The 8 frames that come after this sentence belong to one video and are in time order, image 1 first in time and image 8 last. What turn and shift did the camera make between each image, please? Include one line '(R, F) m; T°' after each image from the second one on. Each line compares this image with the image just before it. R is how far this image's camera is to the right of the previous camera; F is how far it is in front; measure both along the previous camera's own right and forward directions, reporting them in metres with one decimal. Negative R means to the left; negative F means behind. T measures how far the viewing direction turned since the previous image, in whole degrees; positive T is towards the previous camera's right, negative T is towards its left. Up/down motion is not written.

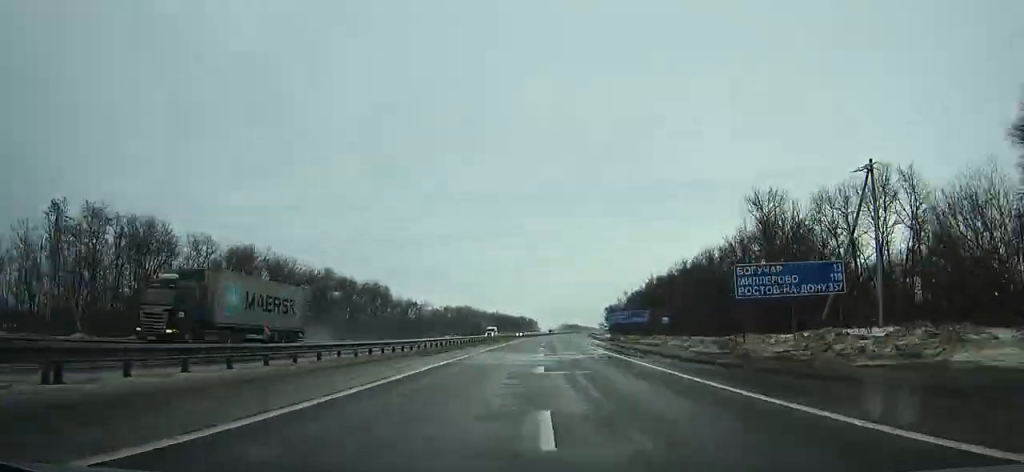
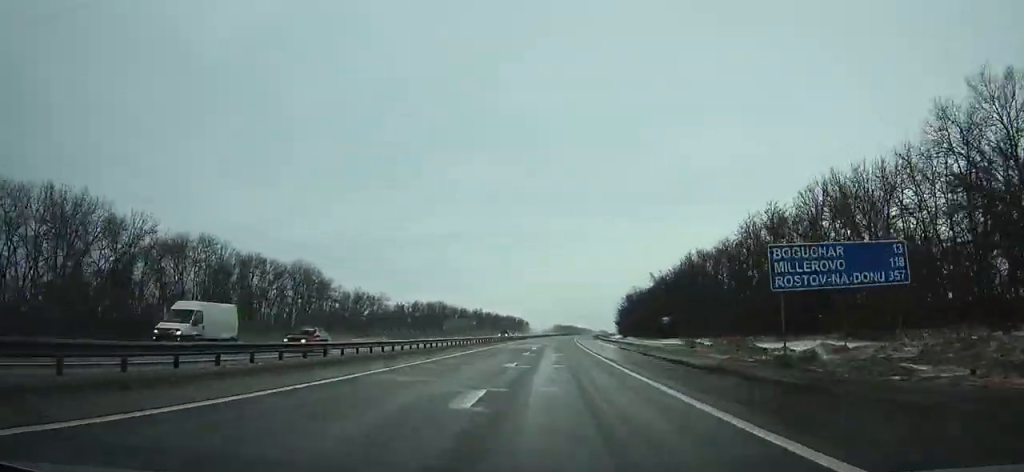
(+12.4, +62.4) m; +11°
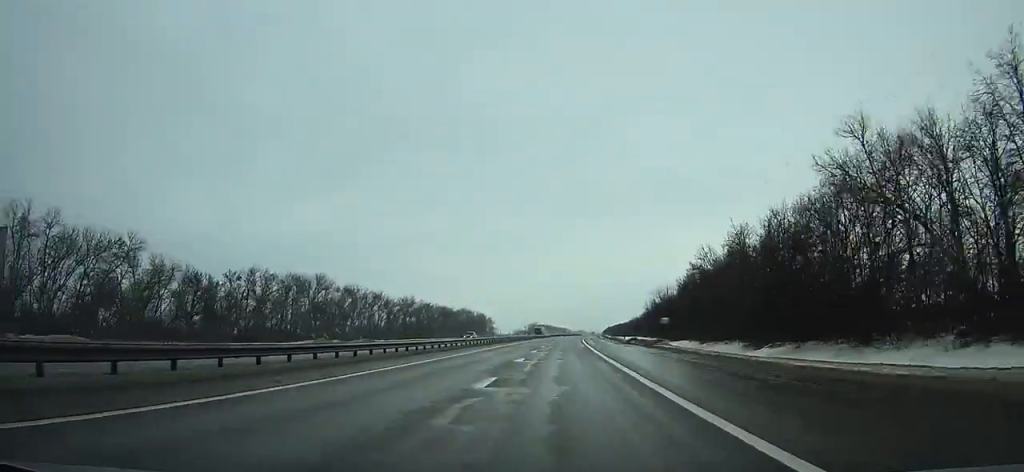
(+16.6, +122.2) m; +11°
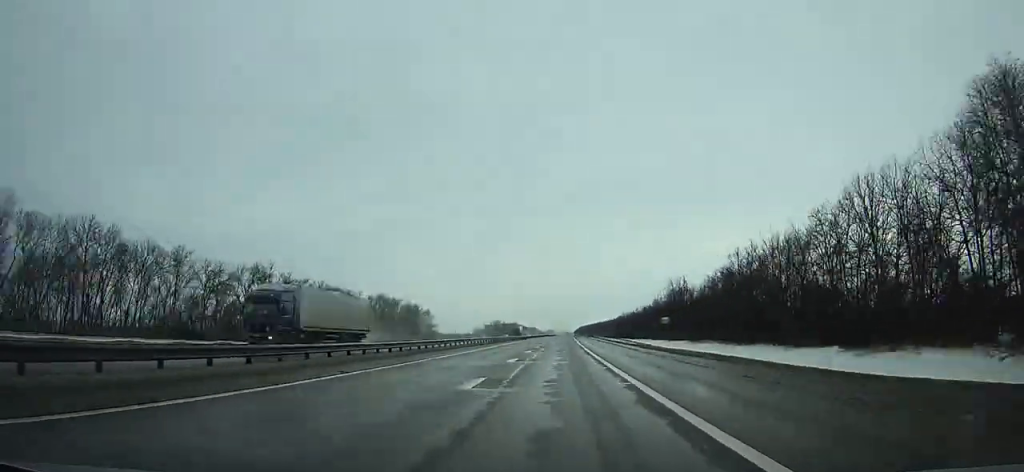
(+2.5, +96.6) m; +2°
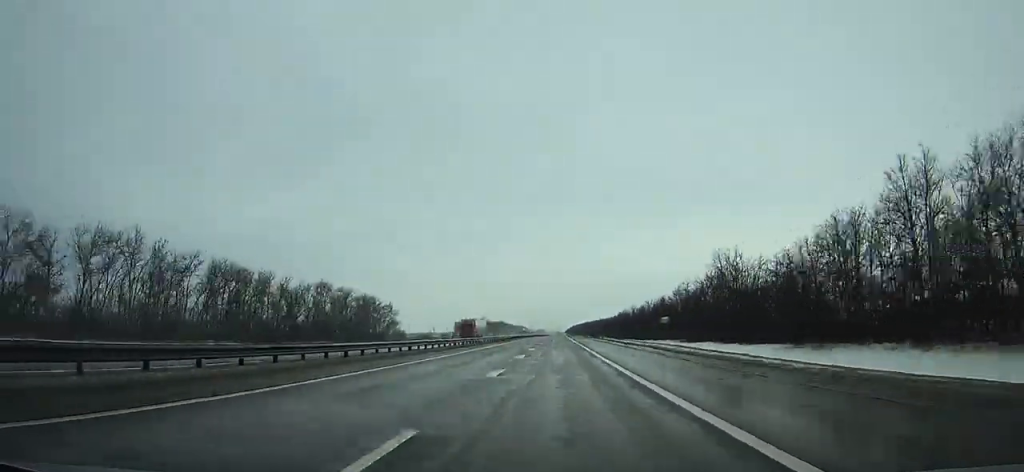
(+0.3, +45.2) m; +1°
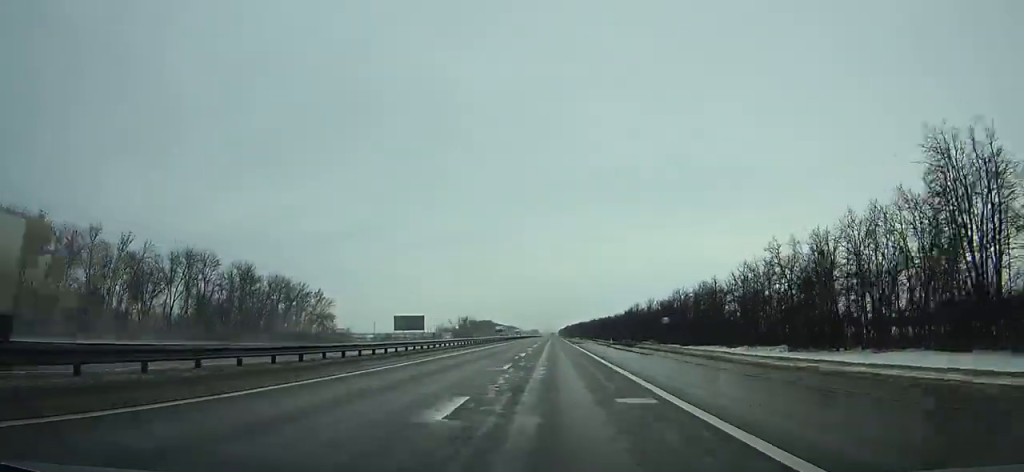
(+0.4, +55.8) m; 0°
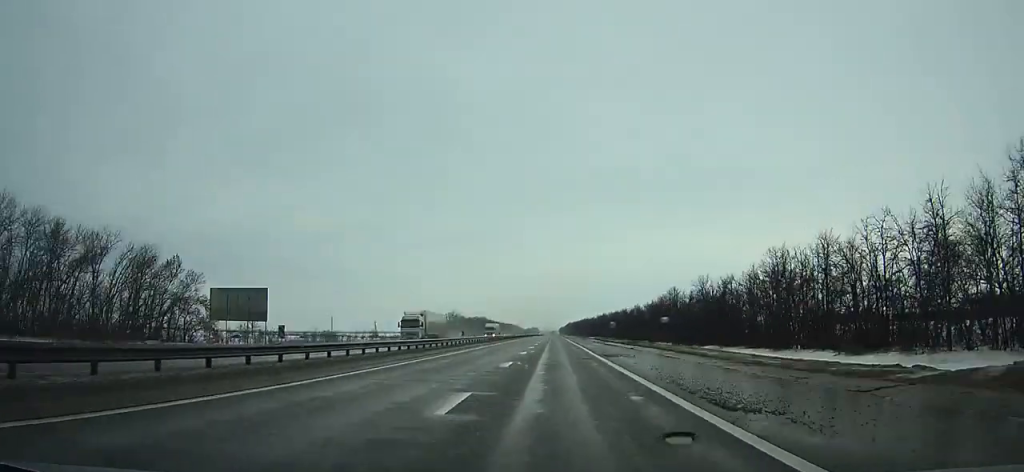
(+0.1, +58.7) m; 0°
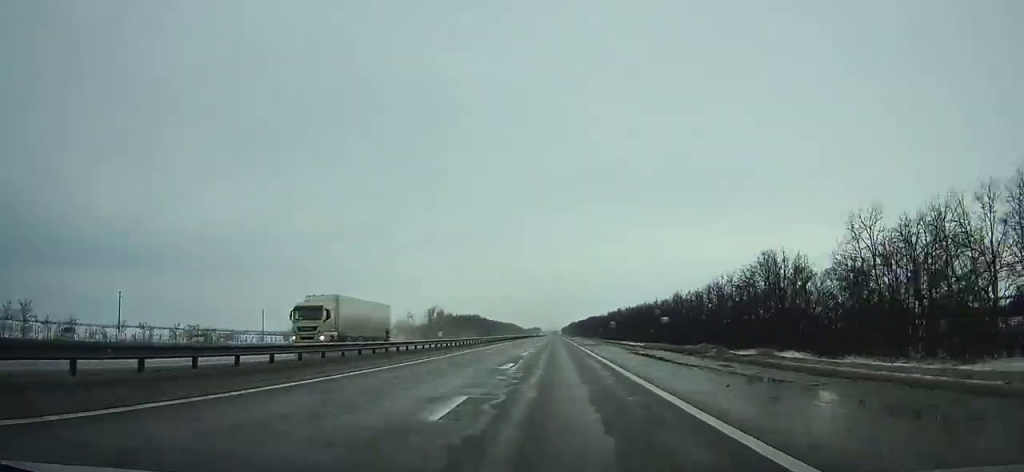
(-0.1, +61.9) m; 0°
